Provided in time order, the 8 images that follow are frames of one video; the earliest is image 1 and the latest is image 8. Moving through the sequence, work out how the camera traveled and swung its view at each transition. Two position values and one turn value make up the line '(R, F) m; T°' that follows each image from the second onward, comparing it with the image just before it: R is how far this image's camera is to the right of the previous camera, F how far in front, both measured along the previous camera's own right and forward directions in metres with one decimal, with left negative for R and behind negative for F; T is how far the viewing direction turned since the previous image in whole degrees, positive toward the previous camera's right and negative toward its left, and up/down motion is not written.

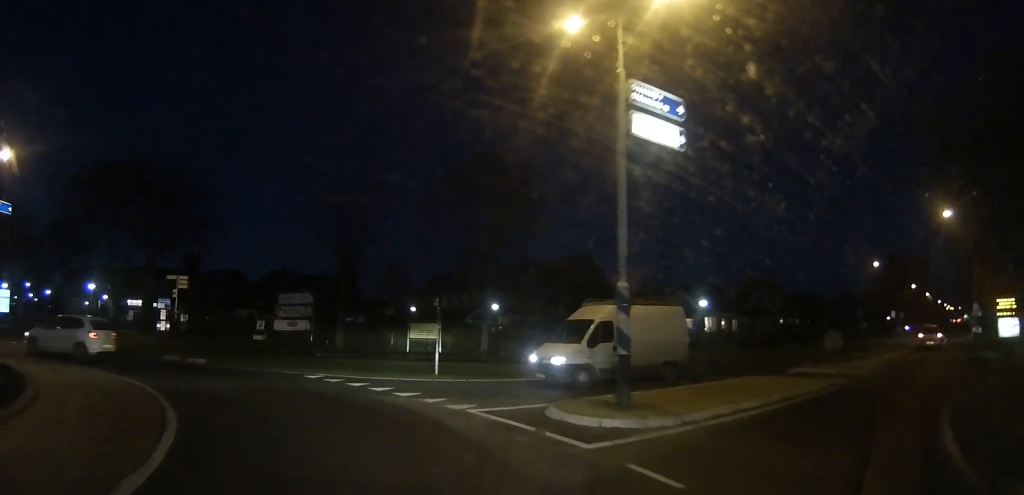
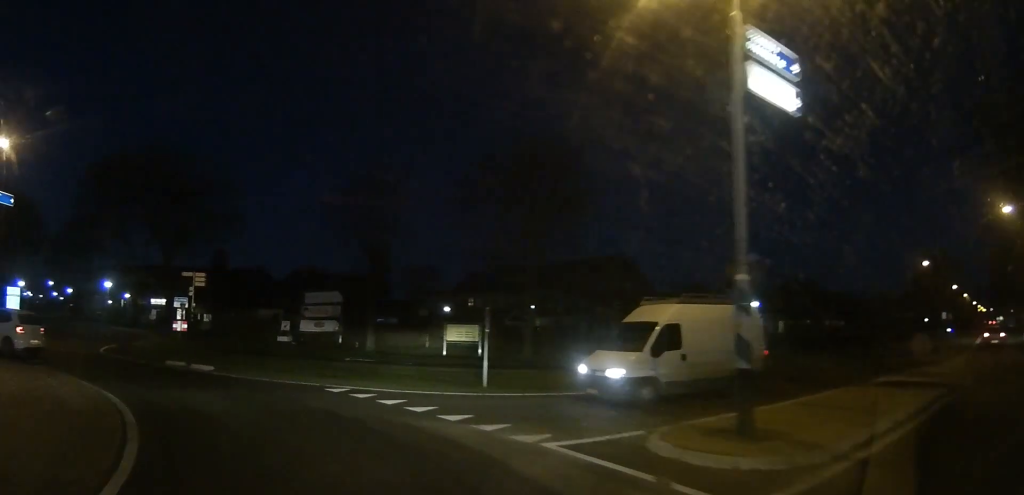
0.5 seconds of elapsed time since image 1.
(-0.2, +3.0) m; +3°
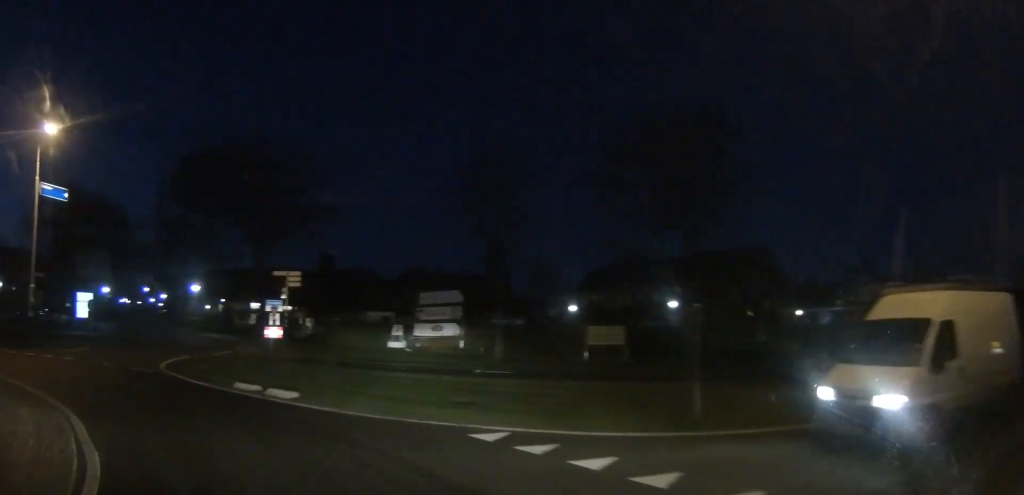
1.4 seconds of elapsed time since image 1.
(+0.8, +5.3) m; -6°
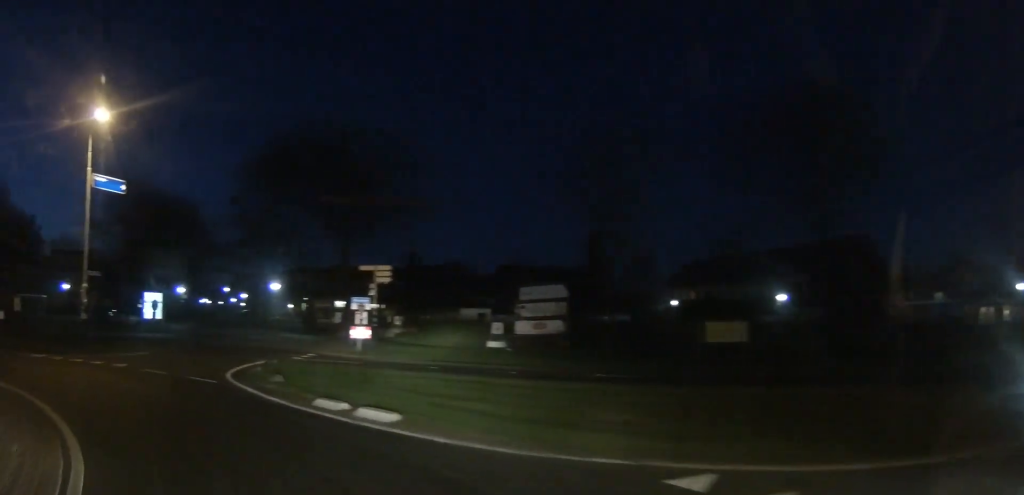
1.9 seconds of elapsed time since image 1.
(-0.6, +2.7) m; -13°
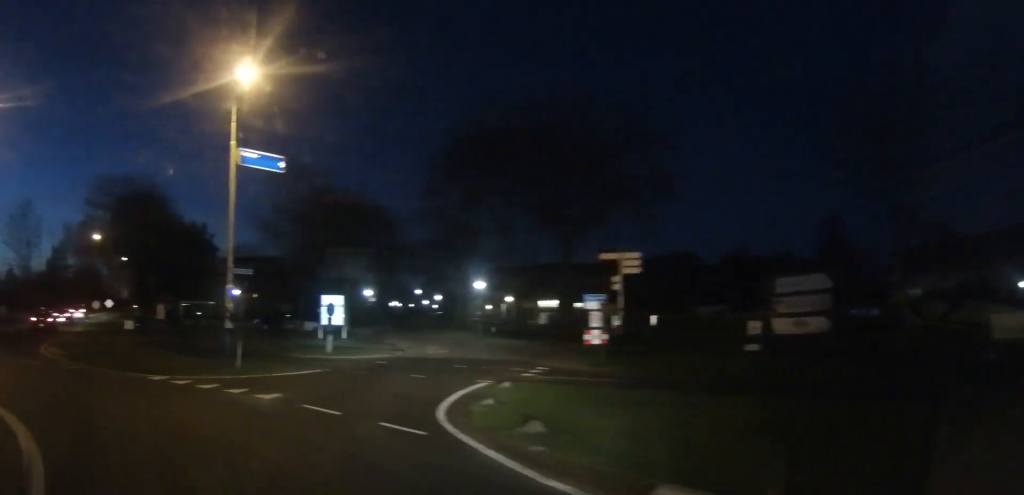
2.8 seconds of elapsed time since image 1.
(-1.4, +5.1) m; -26°
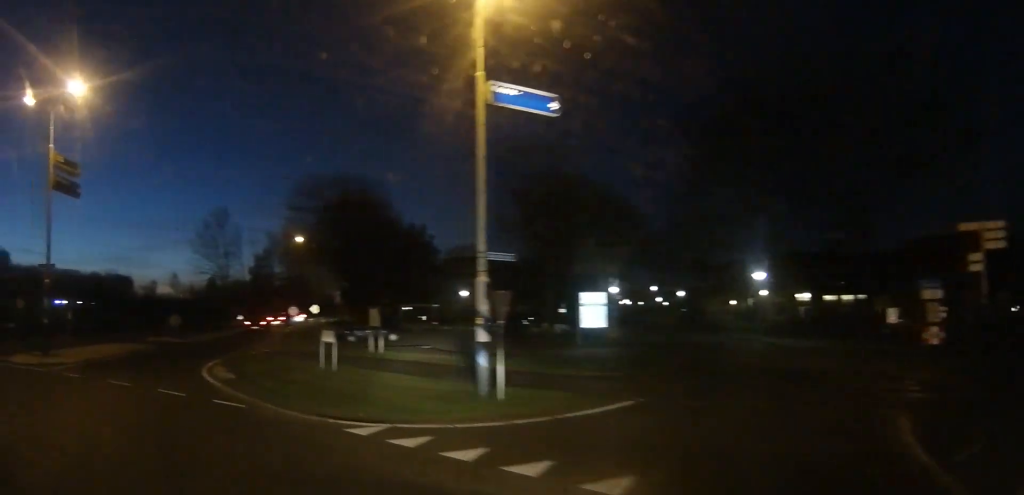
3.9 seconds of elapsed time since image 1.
(-1.1, +5.6) m; -22°
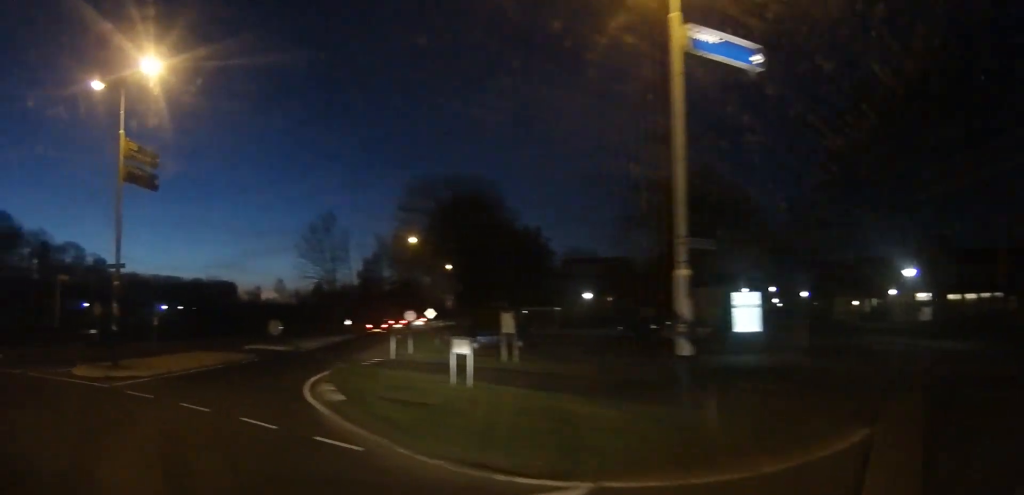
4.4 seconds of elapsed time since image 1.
(+0.3, +2.8) m; -12°
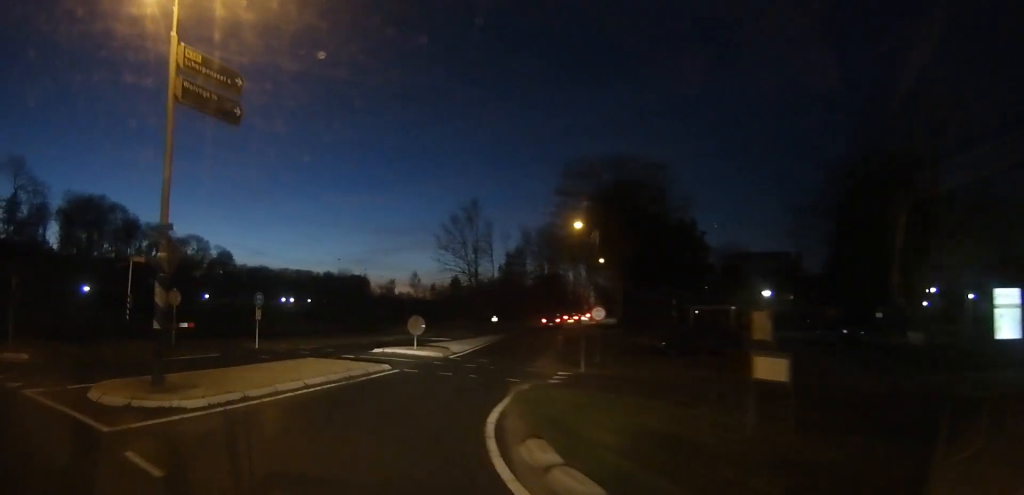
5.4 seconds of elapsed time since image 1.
(-1.8, +5.9) m; -18°
